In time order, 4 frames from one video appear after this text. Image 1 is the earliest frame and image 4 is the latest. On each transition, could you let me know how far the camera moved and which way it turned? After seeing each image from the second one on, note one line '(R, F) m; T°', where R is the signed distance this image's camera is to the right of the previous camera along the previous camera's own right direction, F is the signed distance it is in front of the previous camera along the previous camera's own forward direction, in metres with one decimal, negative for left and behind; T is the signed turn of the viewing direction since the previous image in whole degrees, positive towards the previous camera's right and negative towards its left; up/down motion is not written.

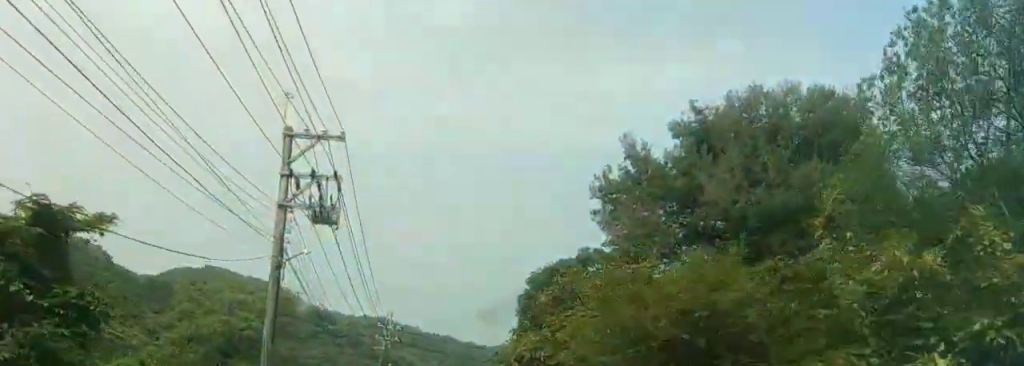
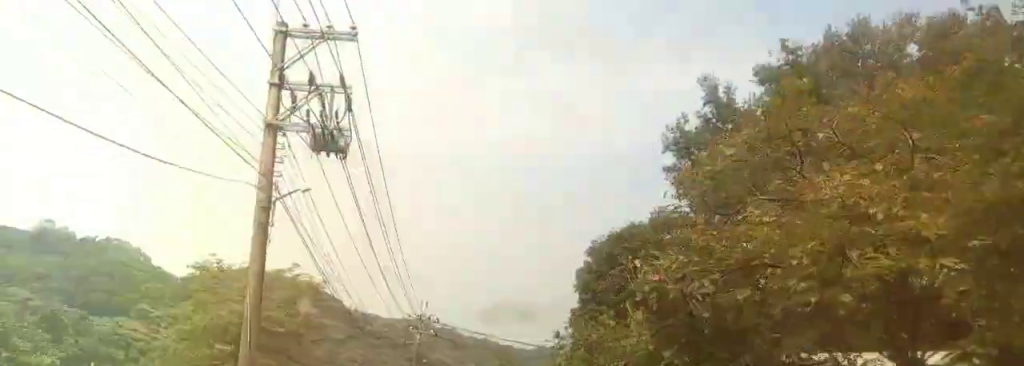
(-0.4, +6.4) m; -3°
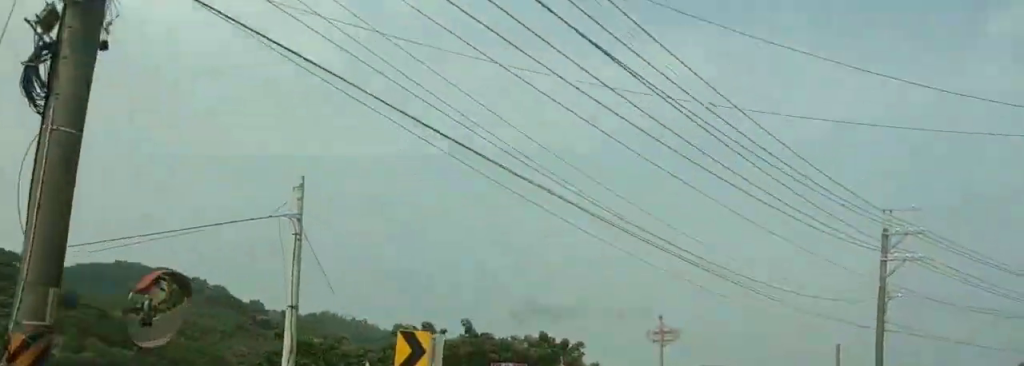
(+5.9, +45.7) m; +18°
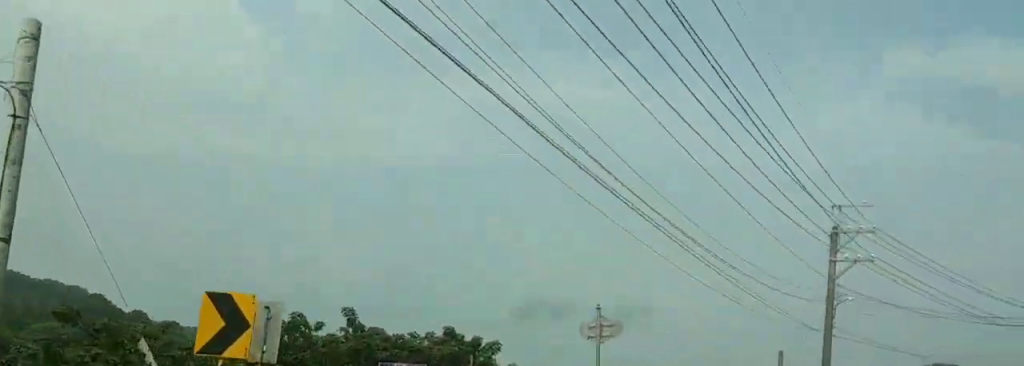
(0.0, +5.3) m; 0°
